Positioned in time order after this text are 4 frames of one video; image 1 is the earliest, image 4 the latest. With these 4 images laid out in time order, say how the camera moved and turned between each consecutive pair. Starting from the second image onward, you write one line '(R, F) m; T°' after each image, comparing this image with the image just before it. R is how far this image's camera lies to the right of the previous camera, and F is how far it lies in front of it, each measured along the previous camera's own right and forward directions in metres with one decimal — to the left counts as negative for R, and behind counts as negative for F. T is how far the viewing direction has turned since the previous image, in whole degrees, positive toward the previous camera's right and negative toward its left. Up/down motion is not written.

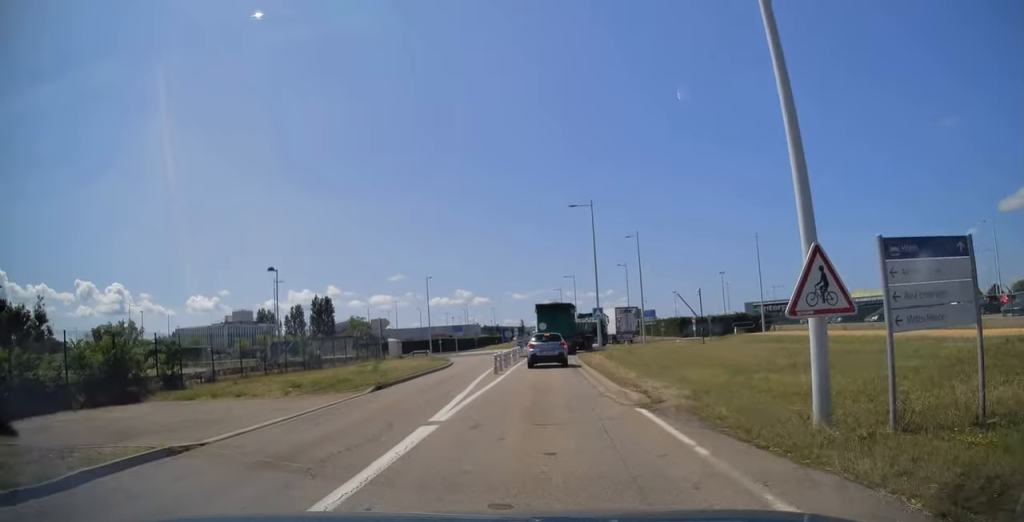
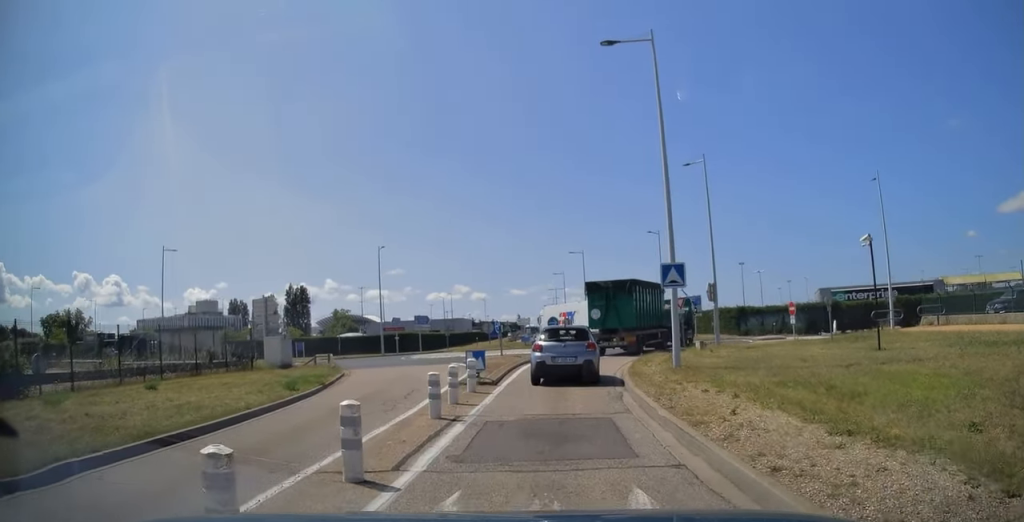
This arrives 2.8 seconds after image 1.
(-0.1, +24.1) m; 0°
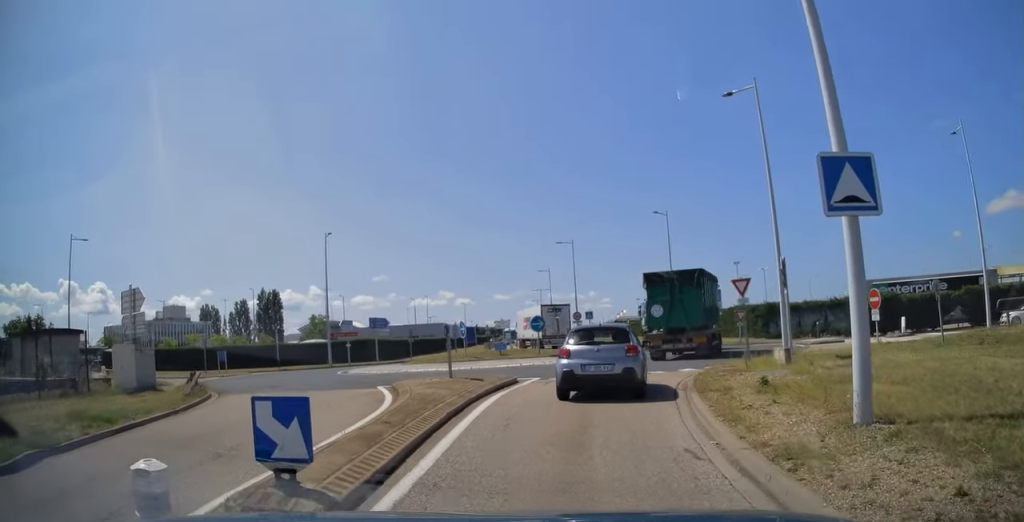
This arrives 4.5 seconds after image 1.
(+0.2, +10.9) m; +2°
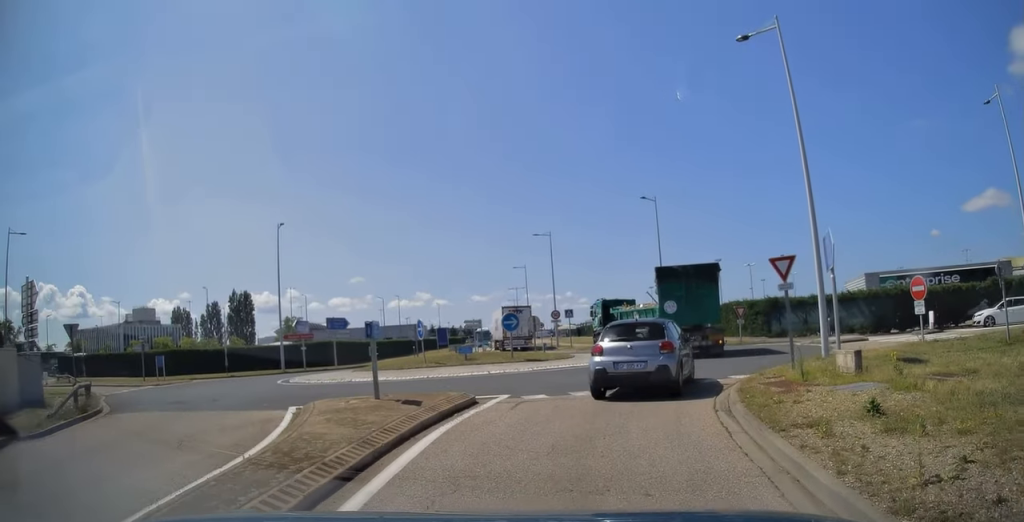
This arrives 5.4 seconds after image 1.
(+0.1, +5.1) m; +2°
